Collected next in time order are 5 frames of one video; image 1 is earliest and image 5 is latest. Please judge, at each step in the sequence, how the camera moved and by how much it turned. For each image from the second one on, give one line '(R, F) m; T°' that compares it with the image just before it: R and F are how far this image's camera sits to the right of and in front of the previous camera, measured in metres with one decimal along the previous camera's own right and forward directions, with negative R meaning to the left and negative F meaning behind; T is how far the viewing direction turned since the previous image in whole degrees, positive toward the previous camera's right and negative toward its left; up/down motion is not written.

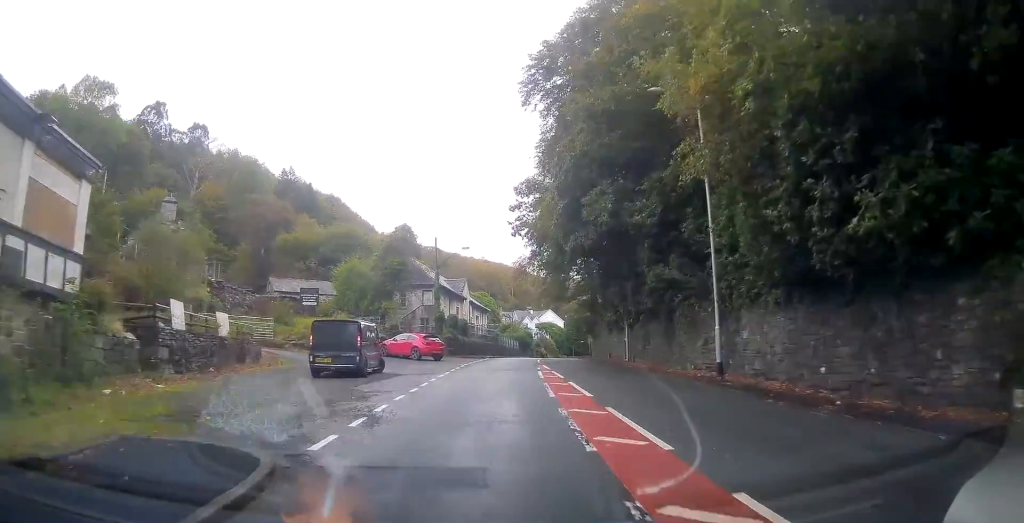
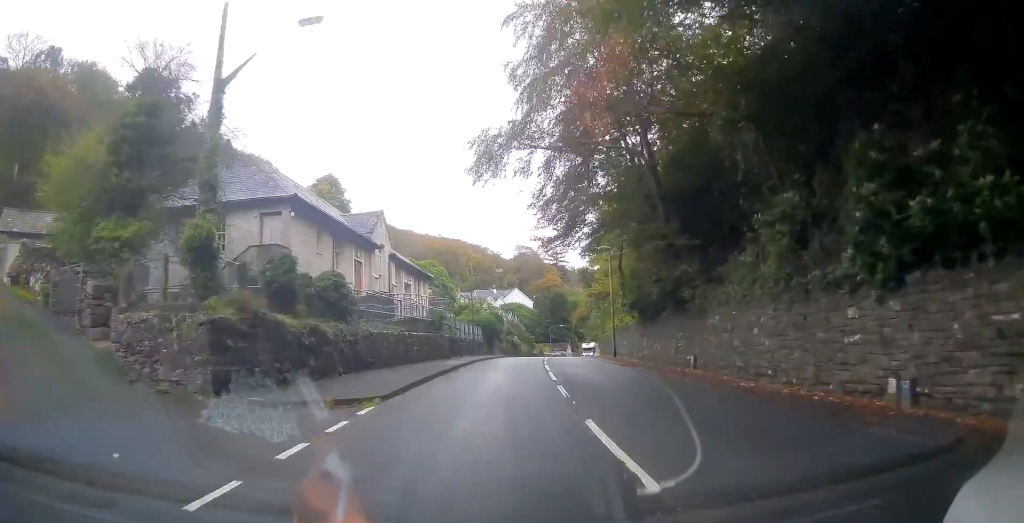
(+0.2, +30.2) m; +6°
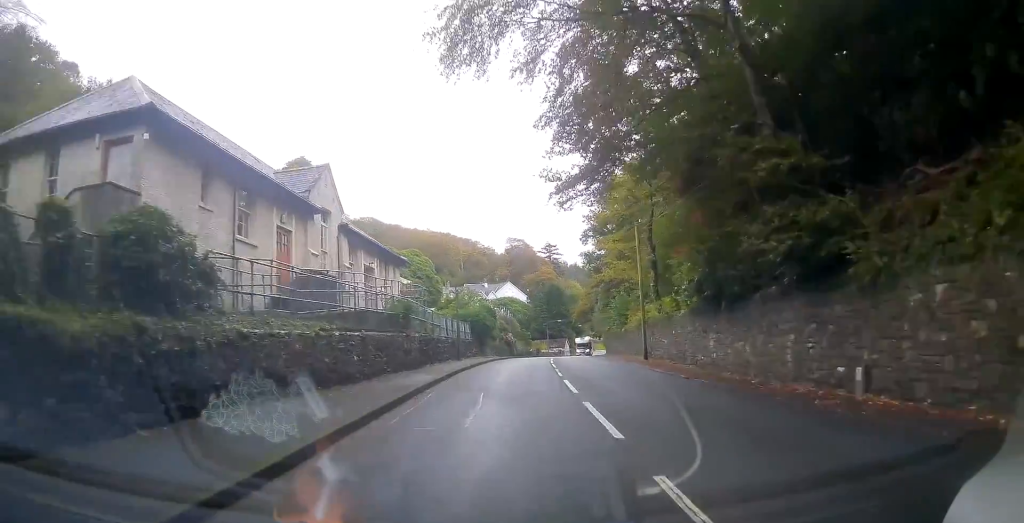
(+0.4, +9.3) m; +3°
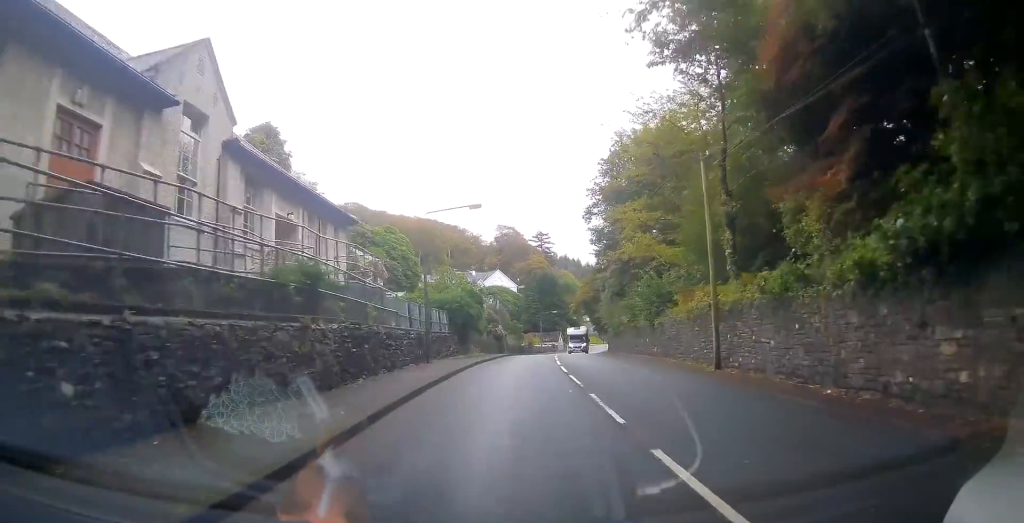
(+0.3, +10.6) m; +1°
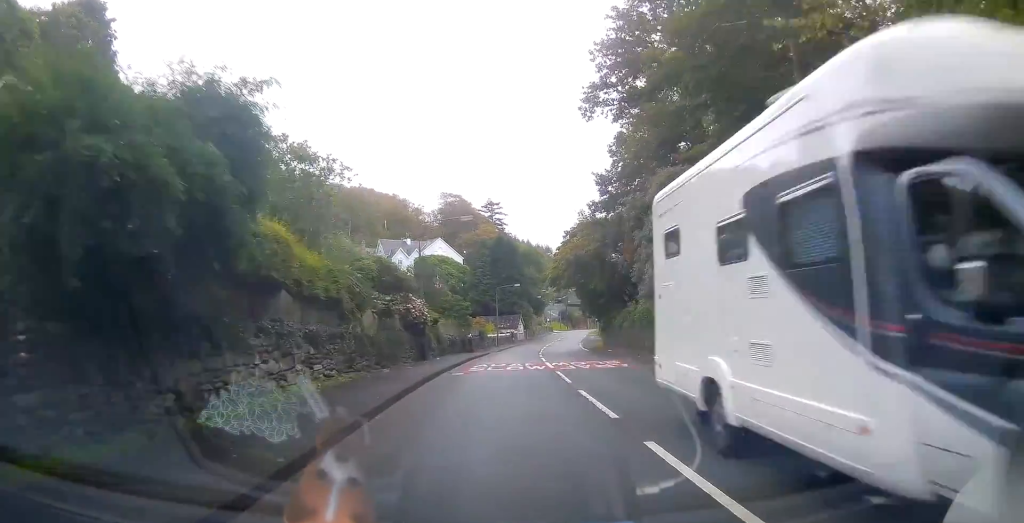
(+0.5, +29.1) m; +1°
